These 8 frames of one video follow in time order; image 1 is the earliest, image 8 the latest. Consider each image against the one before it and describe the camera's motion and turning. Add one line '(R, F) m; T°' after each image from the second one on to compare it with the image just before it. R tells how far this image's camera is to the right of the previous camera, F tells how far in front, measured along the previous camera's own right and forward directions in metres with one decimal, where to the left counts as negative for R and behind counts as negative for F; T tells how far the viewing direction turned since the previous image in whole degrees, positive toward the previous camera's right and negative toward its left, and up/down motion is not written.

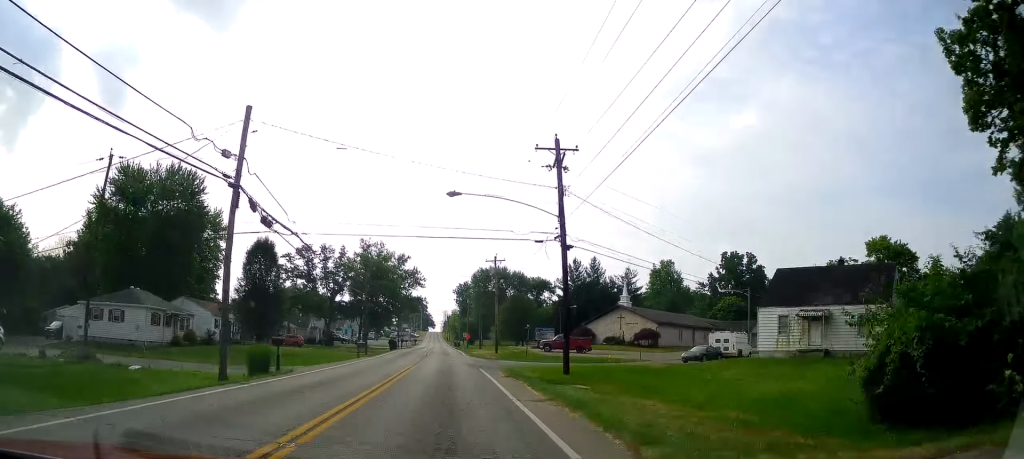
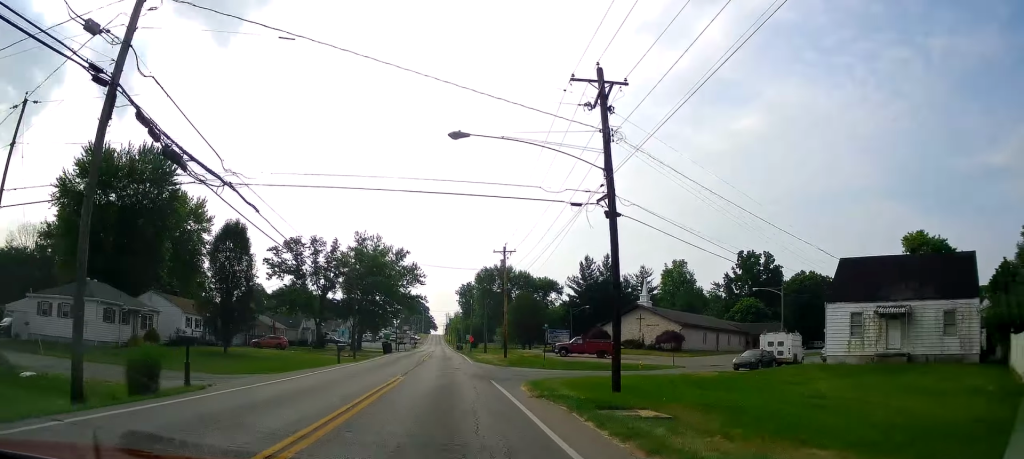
(+0.1, +7.2) m; 0°
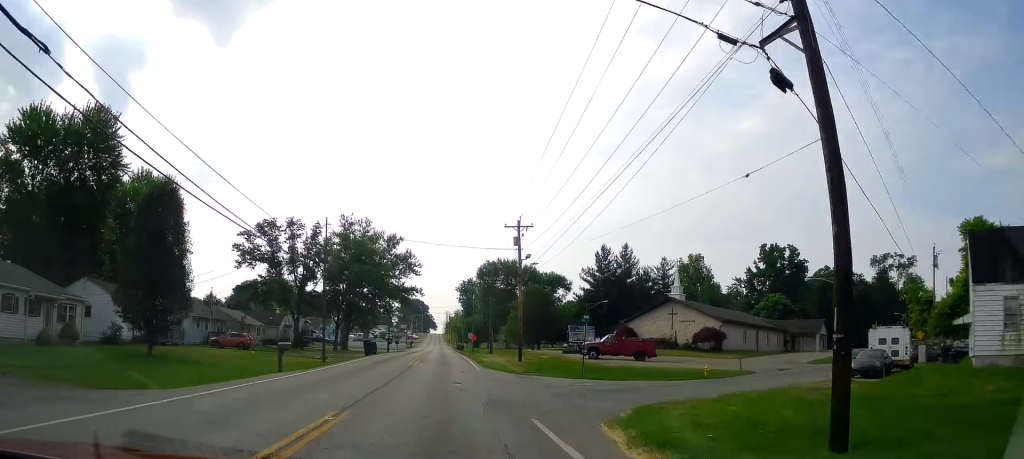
(-0.1, +11.3) m; -1°
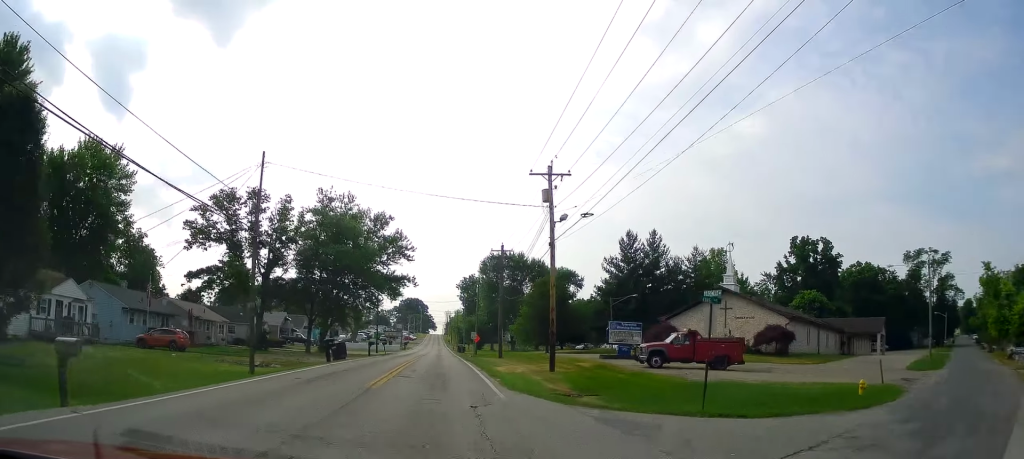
(-0.1, +14.3) m; -1°
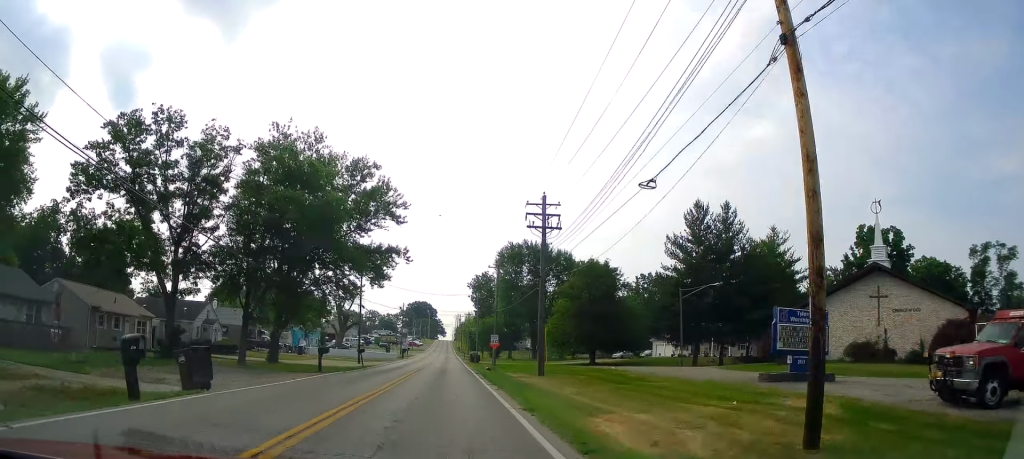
(-0.2, +23.4) m; -1°
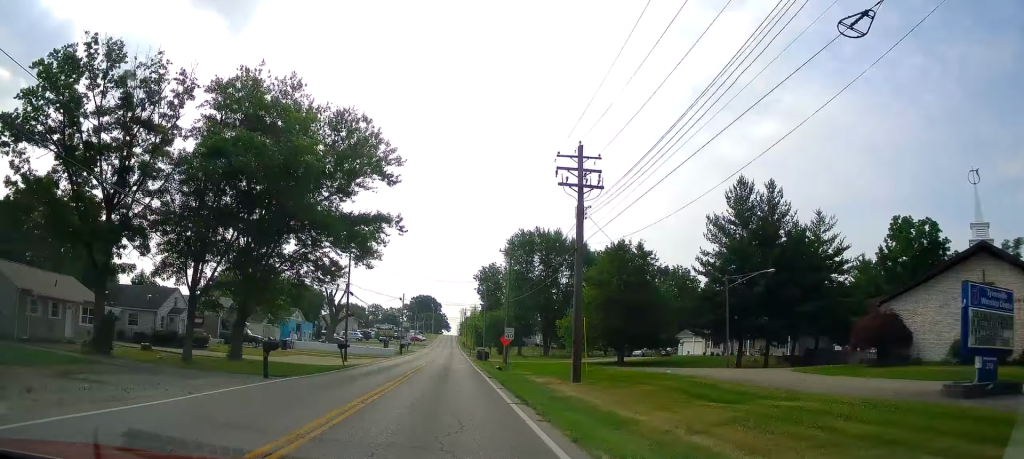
(-0.1, +9.8) m; 0°
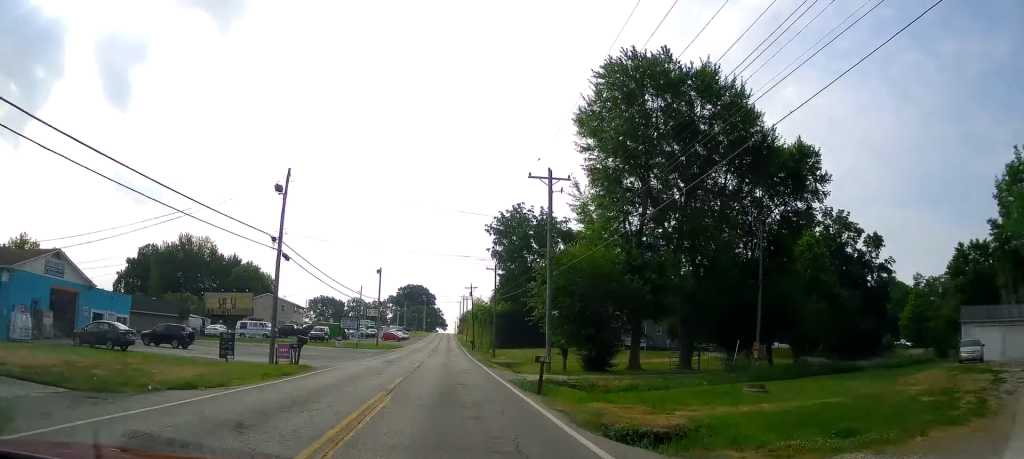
(+1.1, +61.5) m; 0°
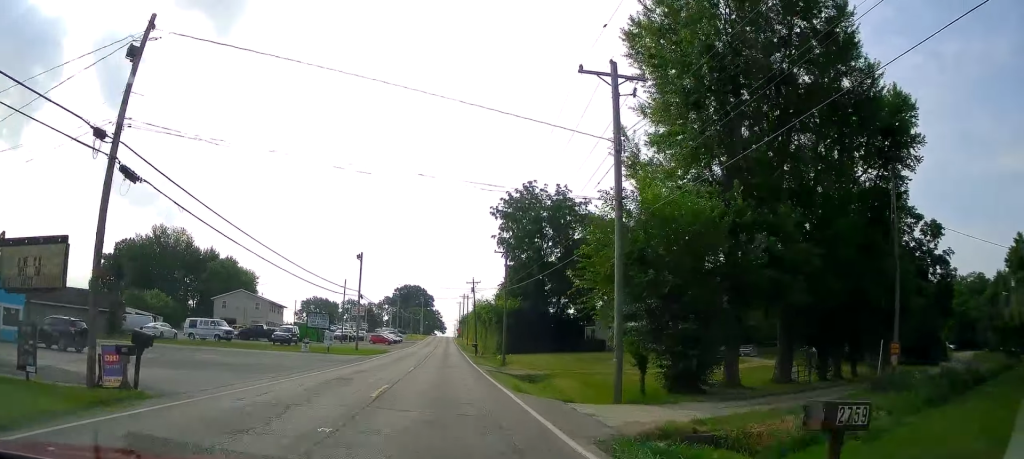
(-0.2, +15.5) m; 0°
